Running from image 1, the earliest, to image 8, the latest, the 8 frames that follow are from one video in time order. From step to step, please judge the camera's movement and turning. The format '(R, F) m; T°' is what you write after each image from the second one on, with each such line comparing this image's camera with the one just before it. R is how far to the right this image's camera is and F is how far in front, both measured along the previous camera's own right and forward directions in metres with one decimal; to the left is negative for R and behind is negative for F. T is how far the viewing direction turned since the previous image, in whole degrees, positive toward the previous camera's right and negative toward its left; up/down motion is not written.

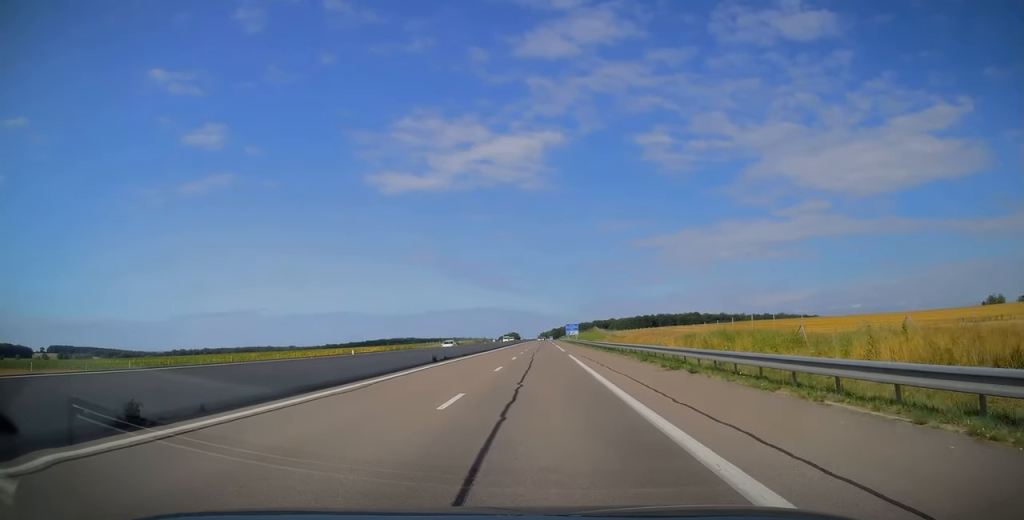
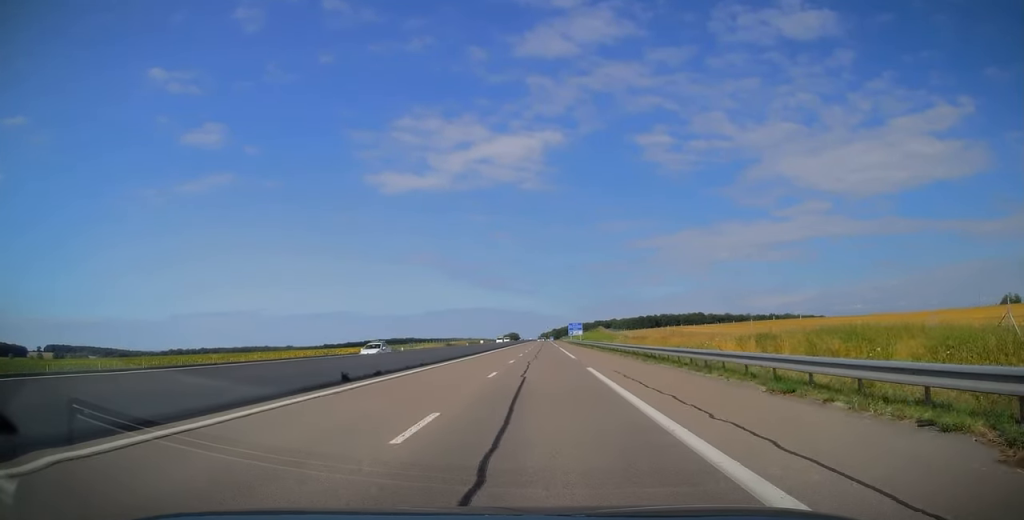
(-0.1, +16.6) m; 0°
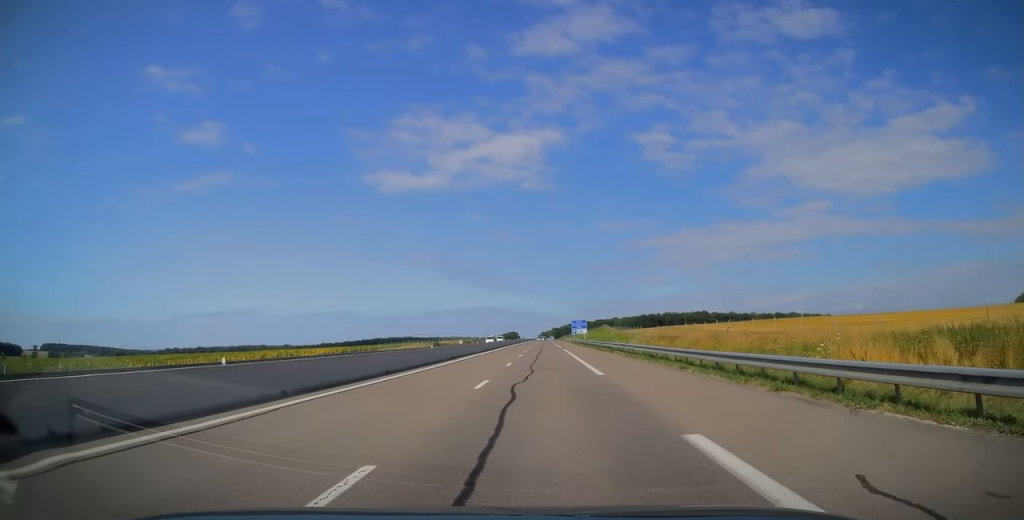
(+0.2, +17.0) m; 0°
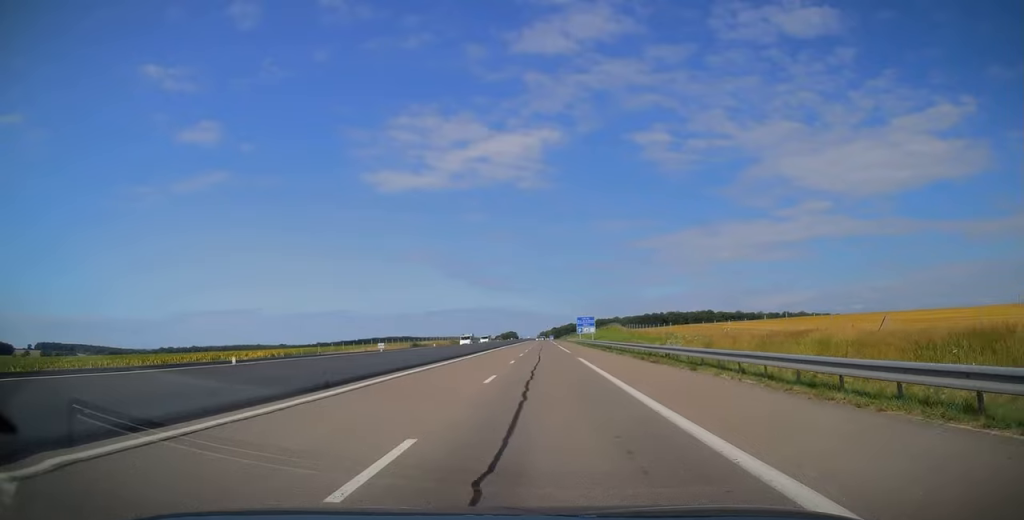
(-0.1, +23.9) m; 0°
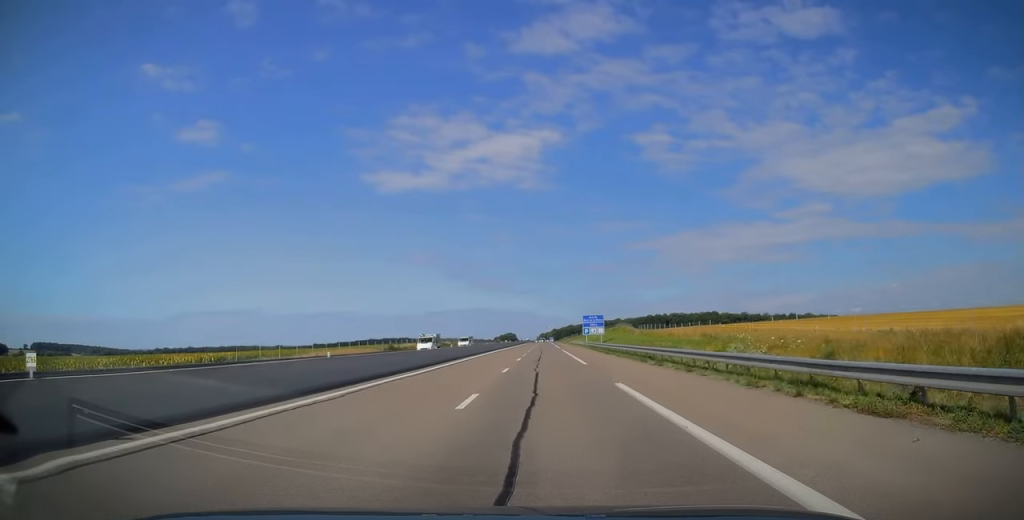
(-0.1, +18.5) m; 0°
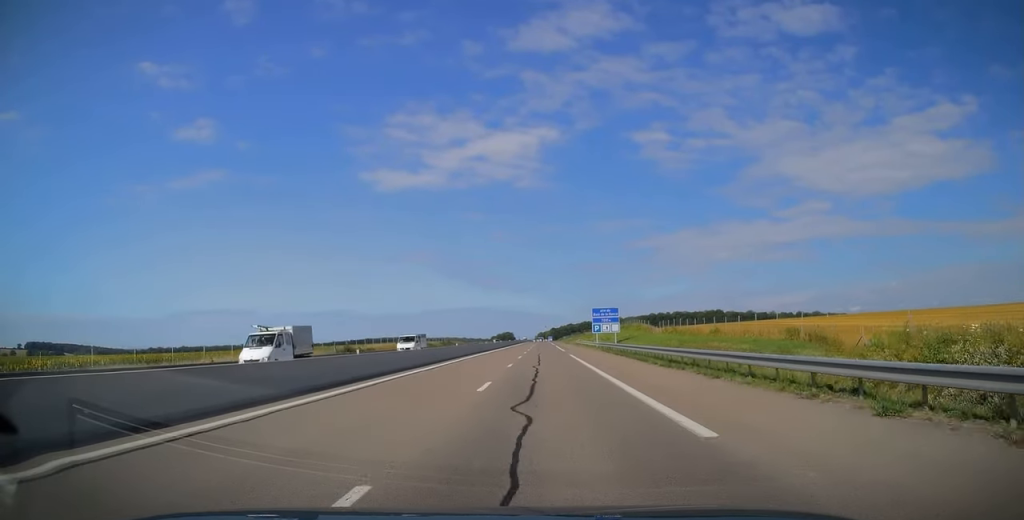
(+0.3, +21.9) m; 0°
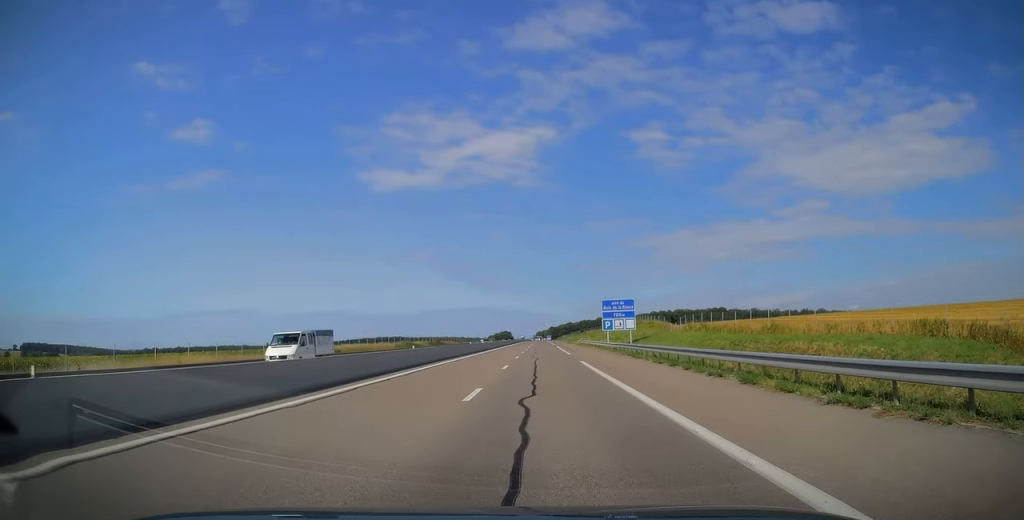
(-0.2, +15.1) m; 0°
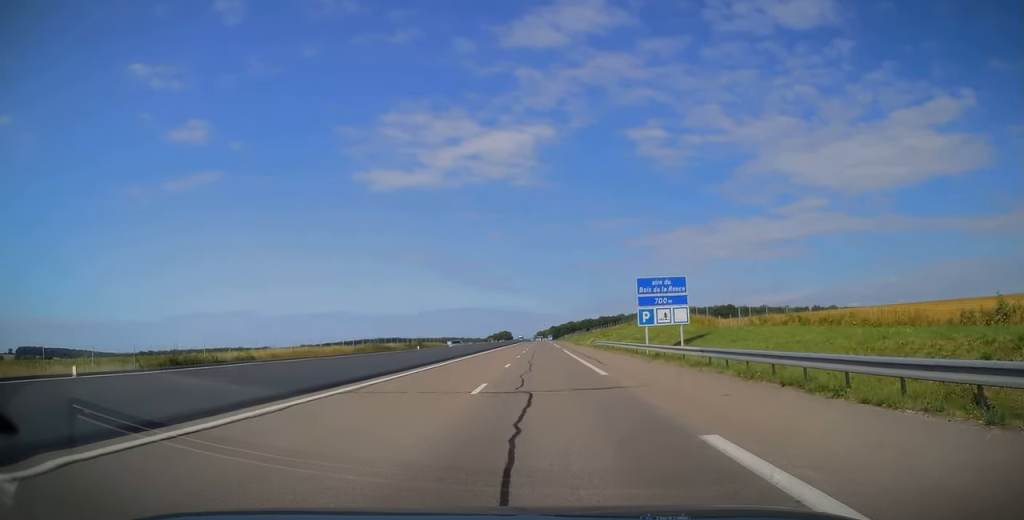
(-0.1, +23.9) m; 0°
